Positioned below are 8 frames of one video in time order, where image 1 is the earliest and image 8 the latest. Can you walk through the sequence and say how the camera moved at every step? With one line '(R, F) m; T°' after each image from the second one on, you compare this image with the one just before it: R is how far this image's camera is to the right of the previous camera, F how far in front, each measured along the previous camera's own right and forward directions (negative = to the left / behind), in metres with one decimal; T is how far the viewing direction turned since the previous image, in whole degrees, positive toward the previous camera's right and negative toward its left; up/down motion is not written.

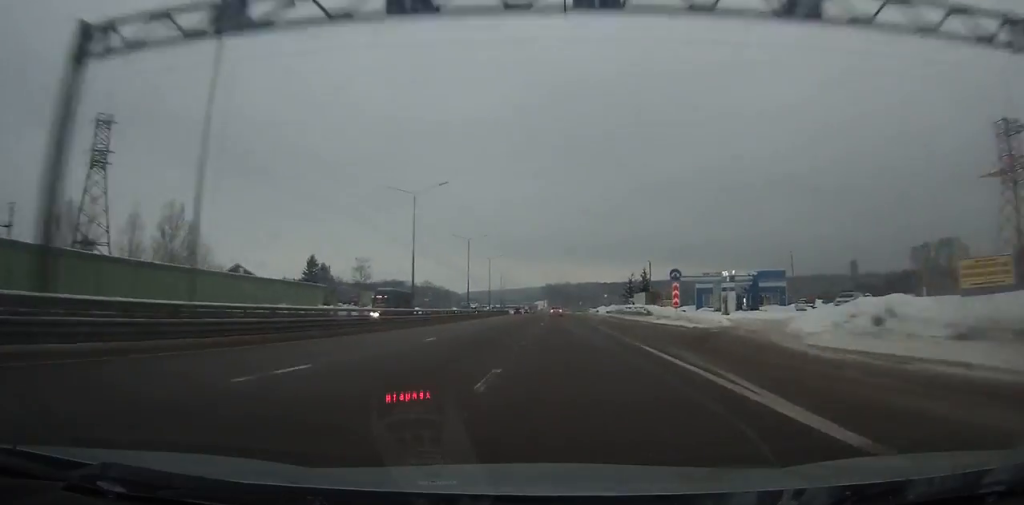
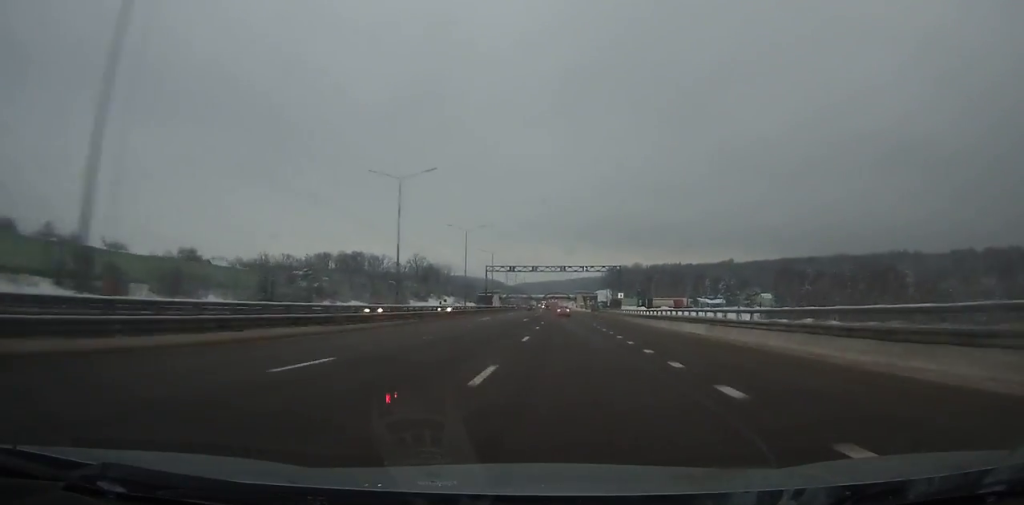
(-8.3, +214.4) m; -5°
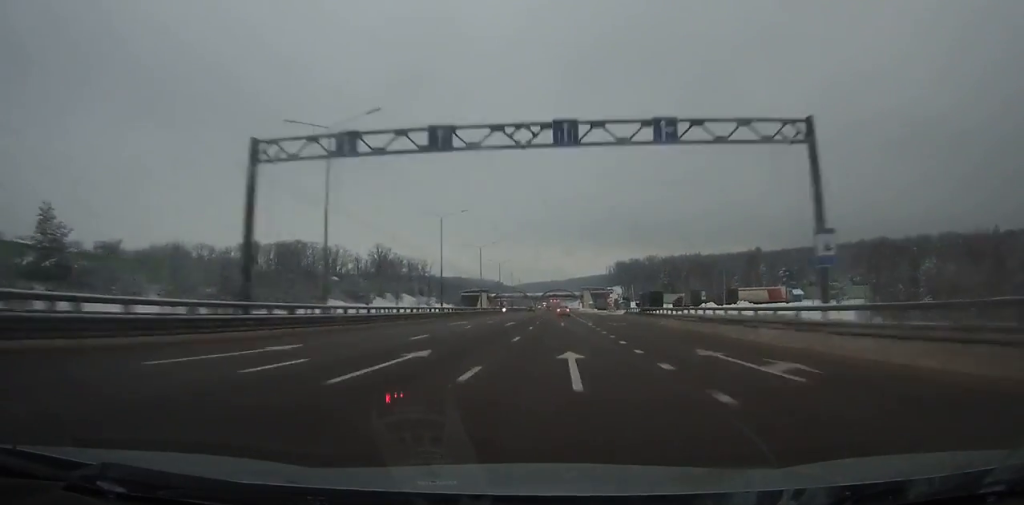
(-0.7, +73.9) m; -1°
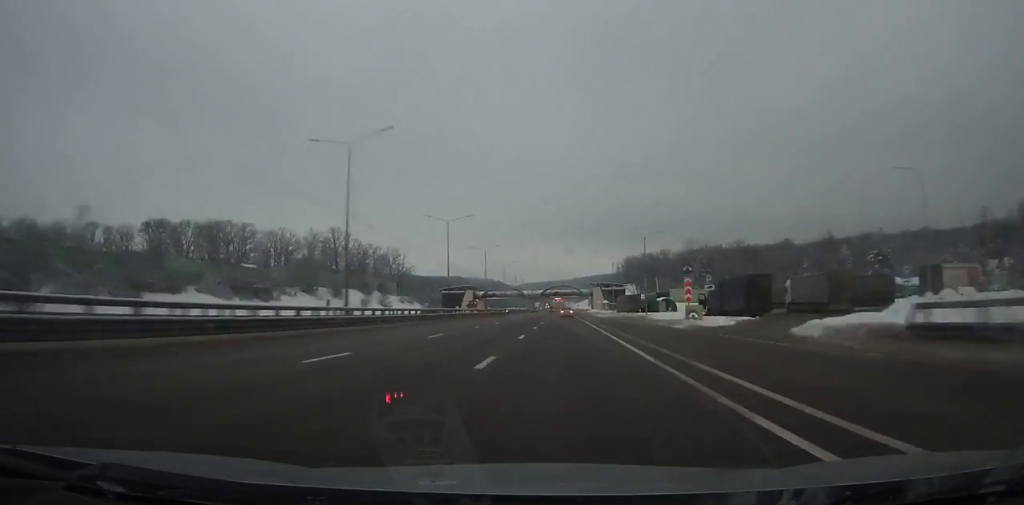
(-0.2, +57.9) m; 0°
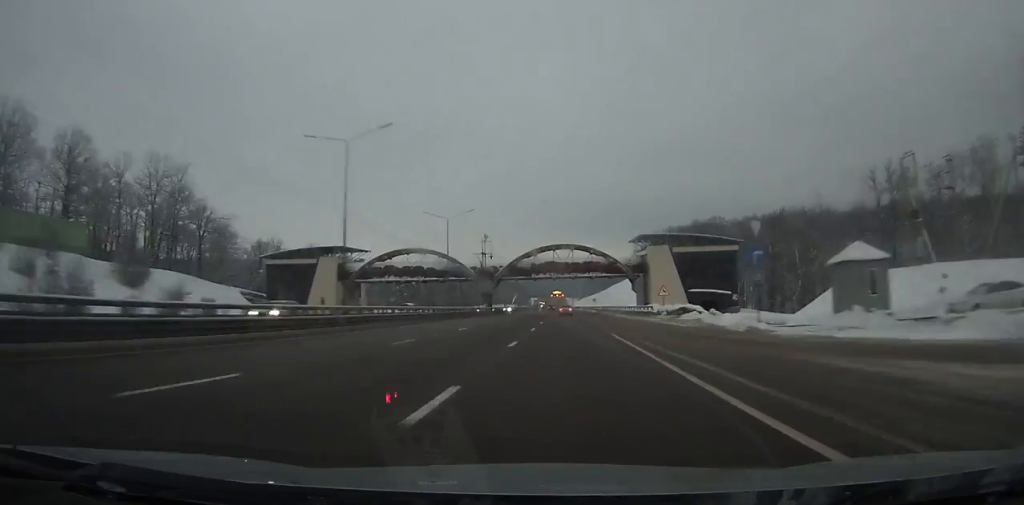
(-0.9, +151.3) m; -1°
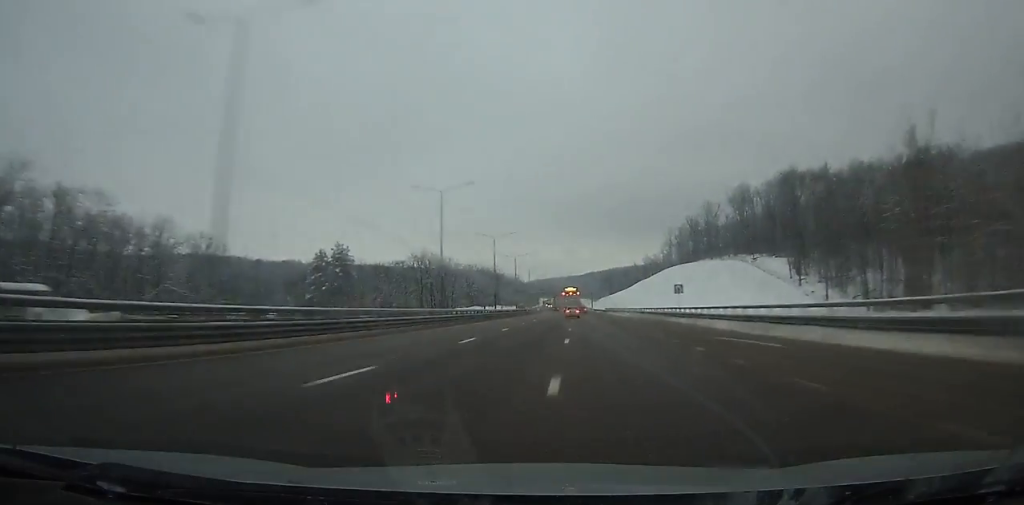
(-0.7, +106.9) m; 0°
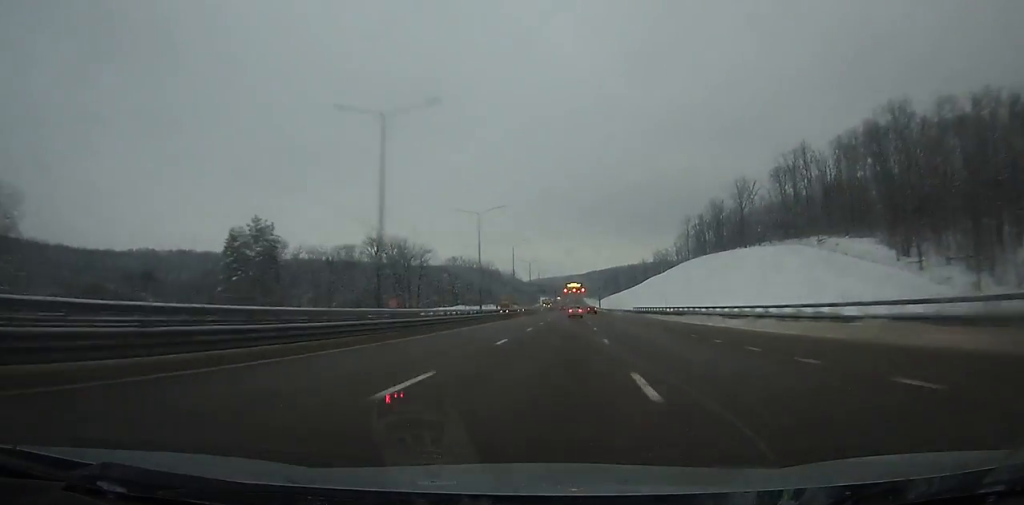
(0.0, +48.9) m; 0°
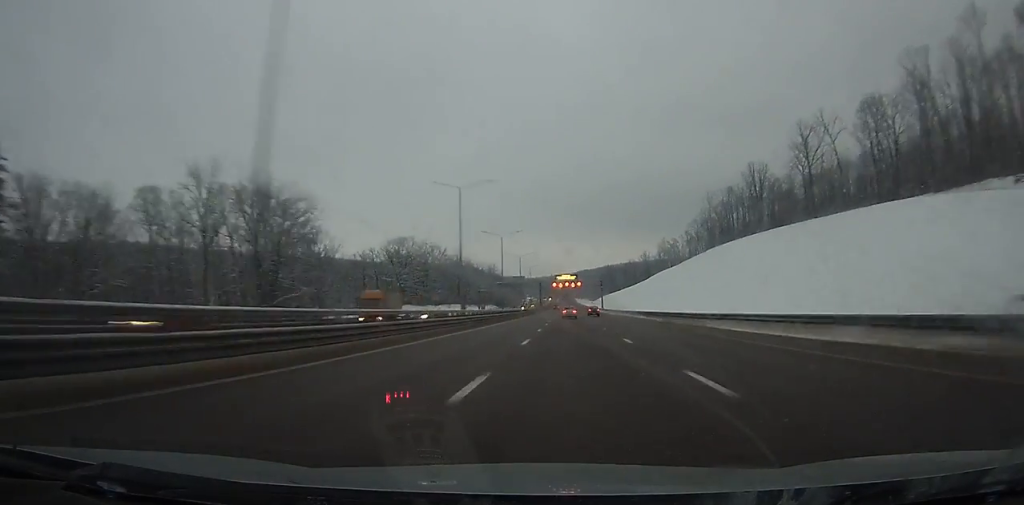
(0.0, +72.2) m; 0°
